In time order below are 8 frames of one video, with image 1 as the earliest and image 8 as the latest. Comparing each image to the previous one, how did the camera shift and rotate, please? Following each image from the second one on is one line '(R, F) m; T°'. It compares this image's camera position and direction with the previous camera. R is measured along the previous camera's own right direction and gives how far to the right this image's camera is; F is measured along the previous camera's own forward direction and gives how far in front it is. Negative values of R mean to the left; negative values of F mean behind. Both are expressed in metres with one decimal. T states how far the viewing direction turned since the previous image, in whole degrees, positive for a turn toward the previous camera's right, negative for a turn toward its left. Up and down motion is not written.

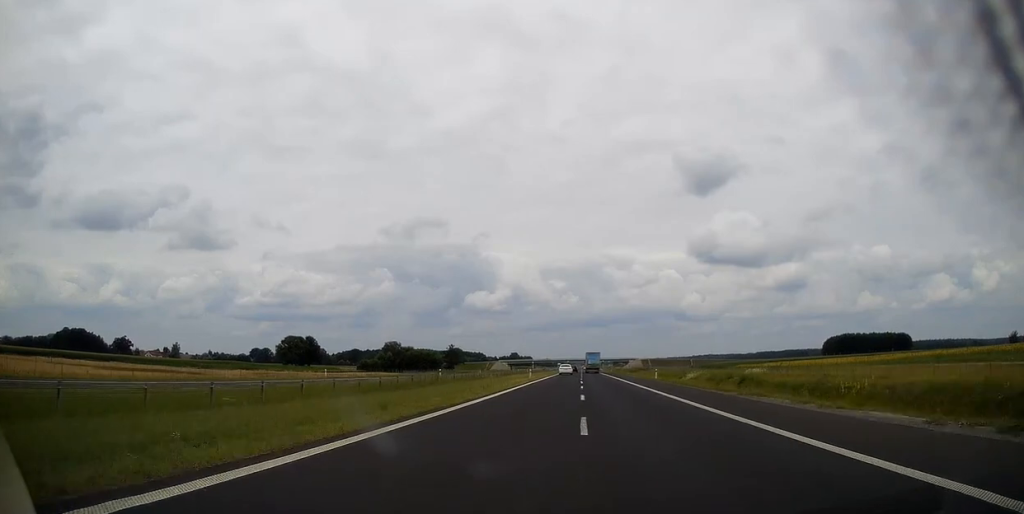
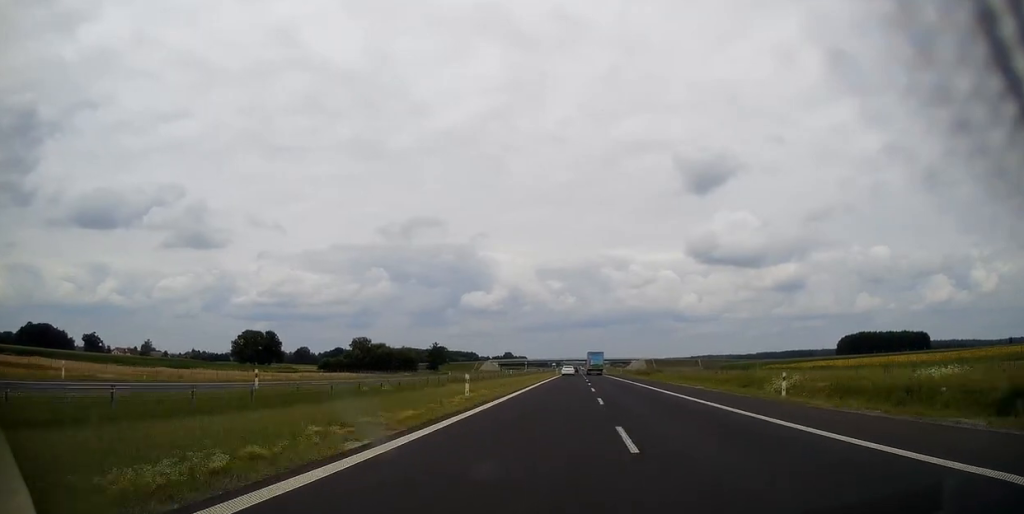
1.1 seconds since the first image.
(0.0, +37.1) m; 0°
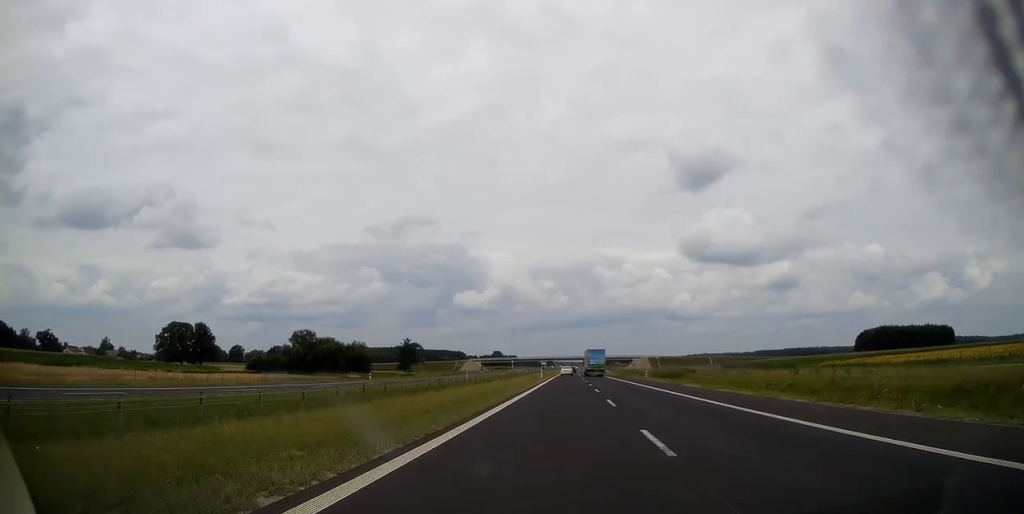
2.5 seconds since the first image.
(0.0, +48.4) m; +1°
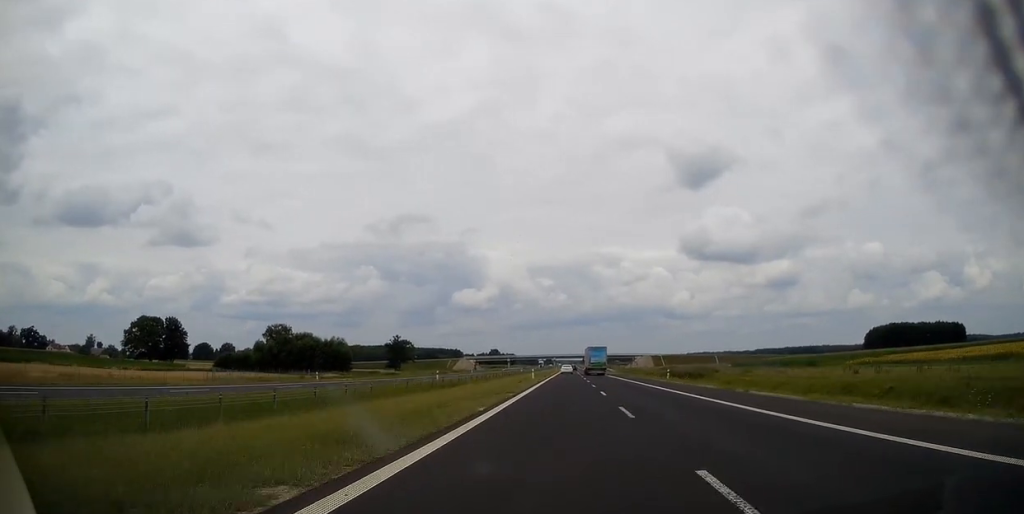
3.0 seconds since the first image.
(+0.2, +17.3) m; 0°
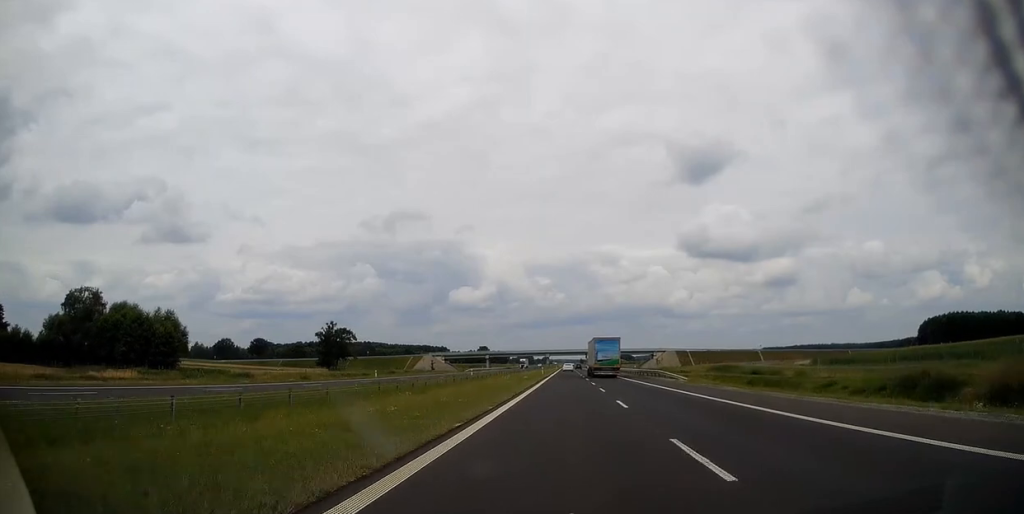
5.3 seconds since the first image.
(+0.1, +80.6) m; 0°
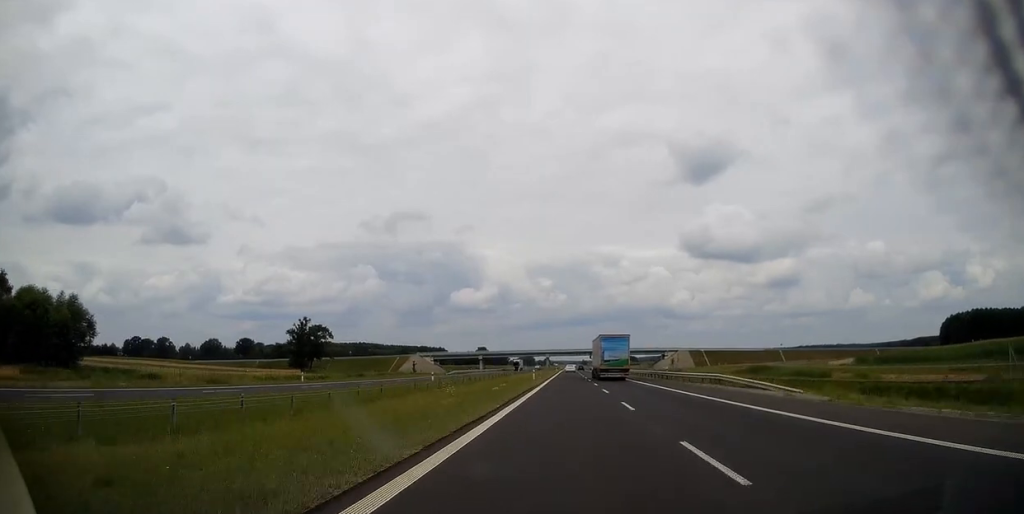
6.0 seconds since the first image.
(-0.1, +24.2) m; 0°
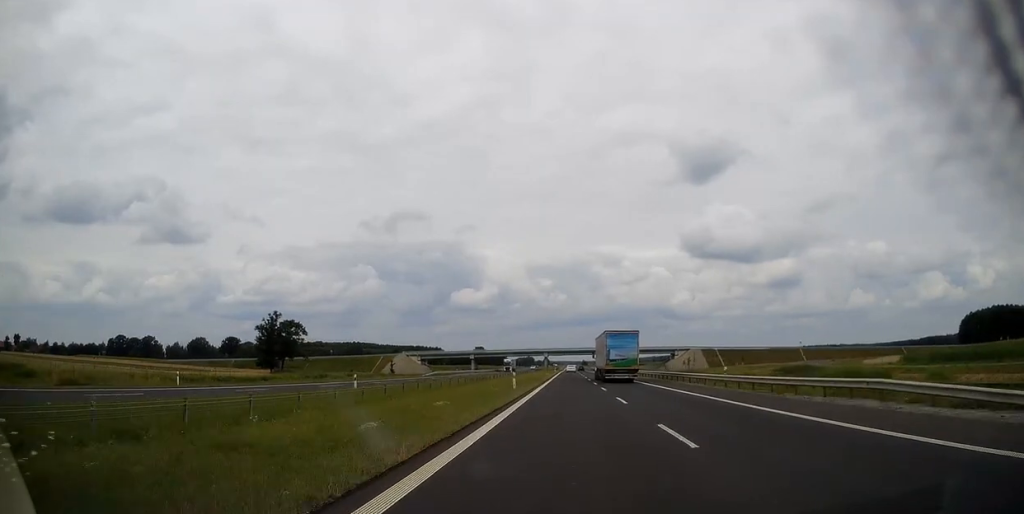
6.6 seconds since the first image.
(-0.1, +20.7) m; 0°
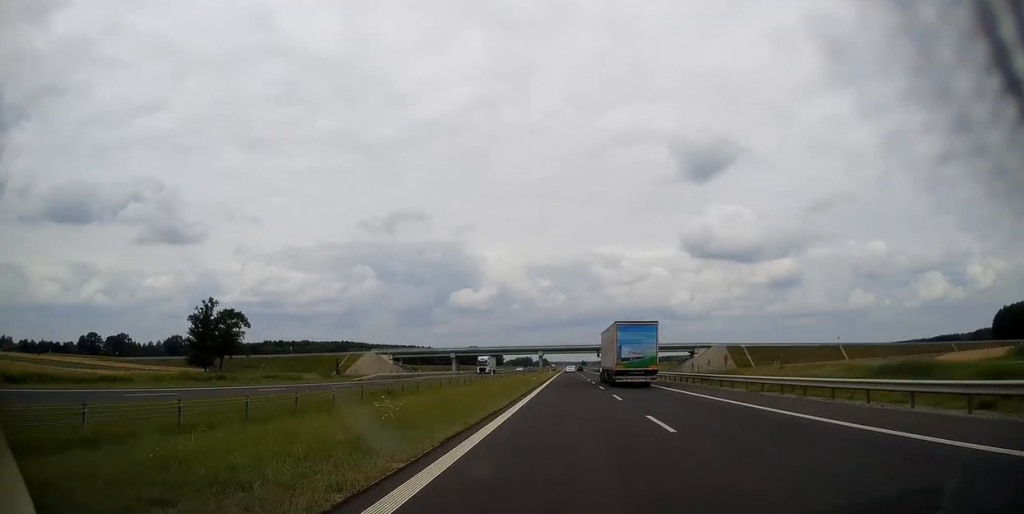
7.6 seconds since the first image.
(+0.3, +33.4) m; 0°
